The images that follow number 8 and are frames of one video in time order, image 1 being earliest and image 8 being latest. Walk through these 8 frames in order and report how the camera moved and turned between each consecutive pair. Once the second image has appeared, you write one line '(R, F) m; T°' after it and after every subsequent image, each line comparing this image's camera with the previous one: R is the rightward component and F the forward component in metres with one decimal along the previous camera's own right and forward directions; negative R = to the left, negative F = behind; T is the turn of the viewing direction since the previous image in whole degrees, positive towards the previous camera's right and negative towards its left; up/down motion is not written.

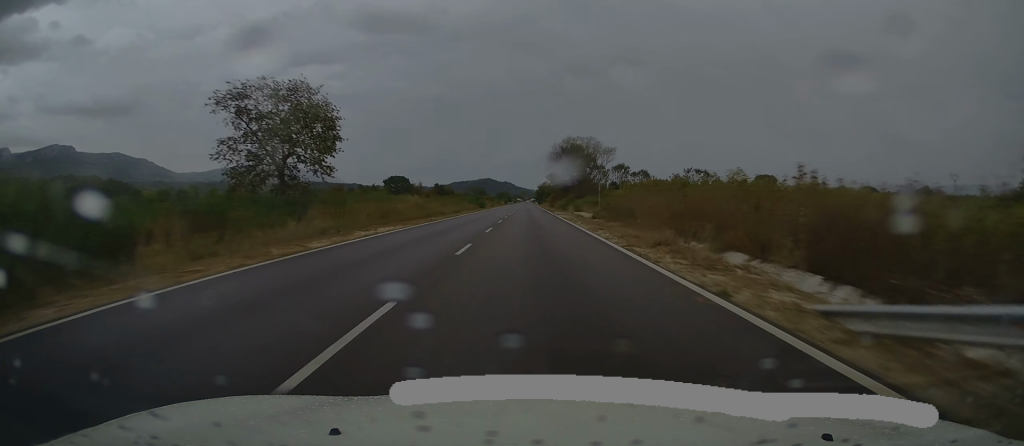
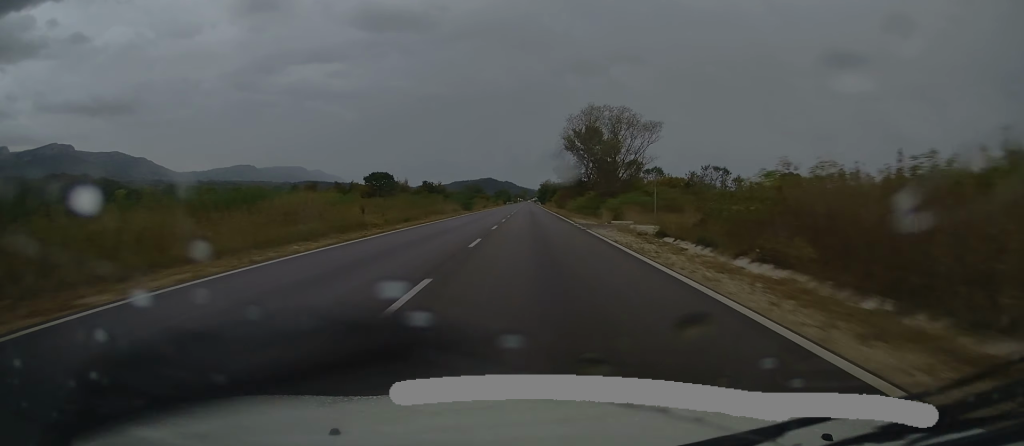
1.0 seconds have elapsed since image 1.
(+0.2, +25.2) m; 0°
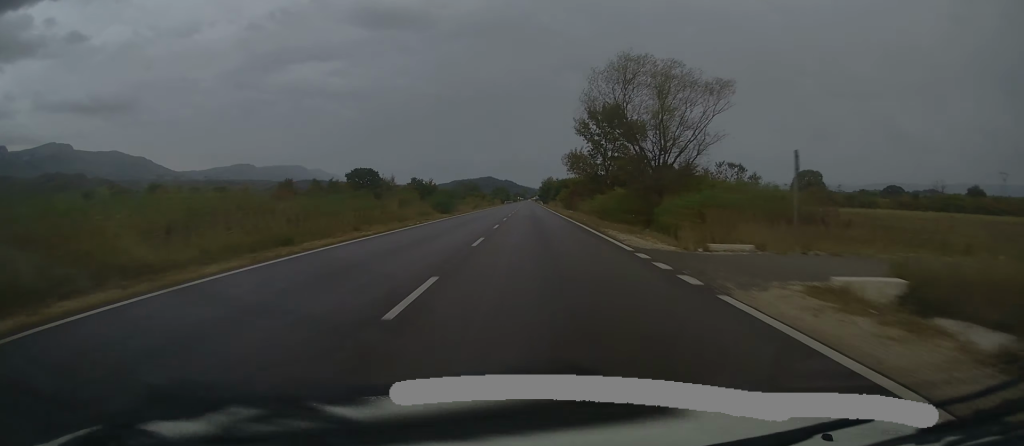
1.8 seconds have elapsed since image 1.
(-0.3, +17.9) m; 0°
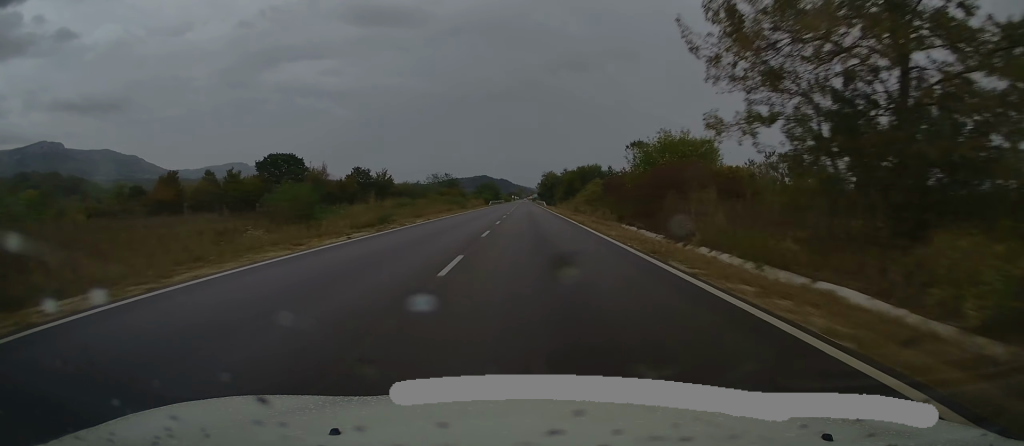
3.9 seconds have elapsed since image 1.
(+0.2, +51.1) m; 0°
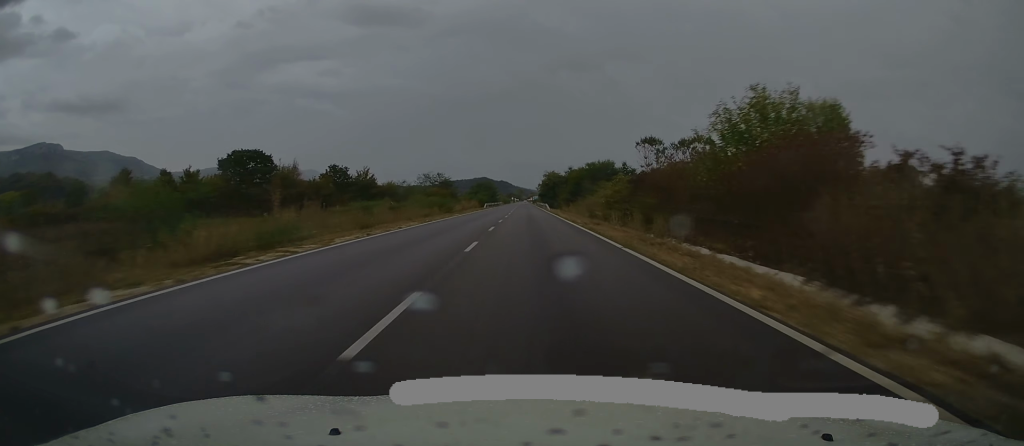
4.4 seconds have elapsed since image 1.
(0.0, +13.7) m; 0°
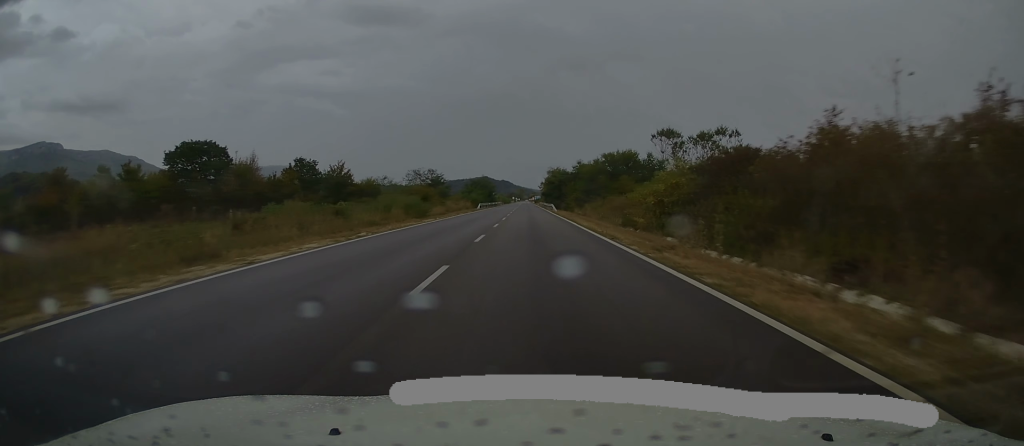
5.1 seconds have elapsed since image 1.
(0.0, +15.3) m; 0°
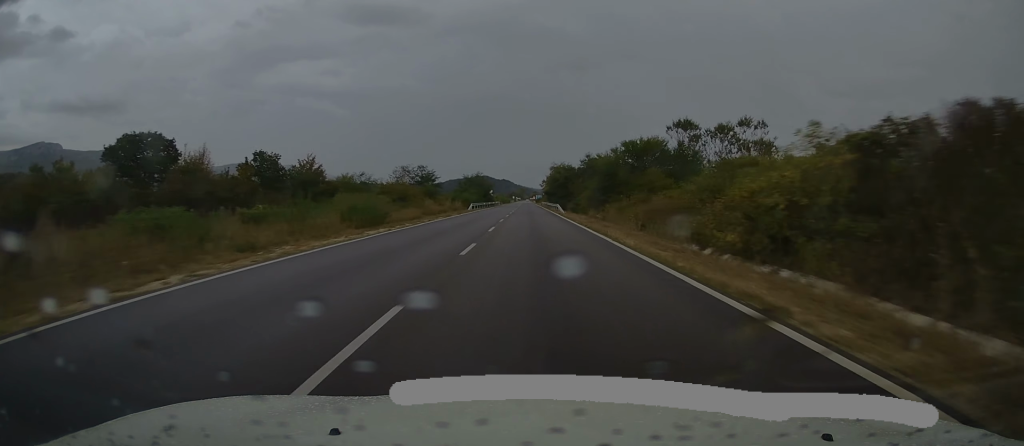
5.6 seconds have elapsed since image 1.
(0.0, +12.8) m; 0°
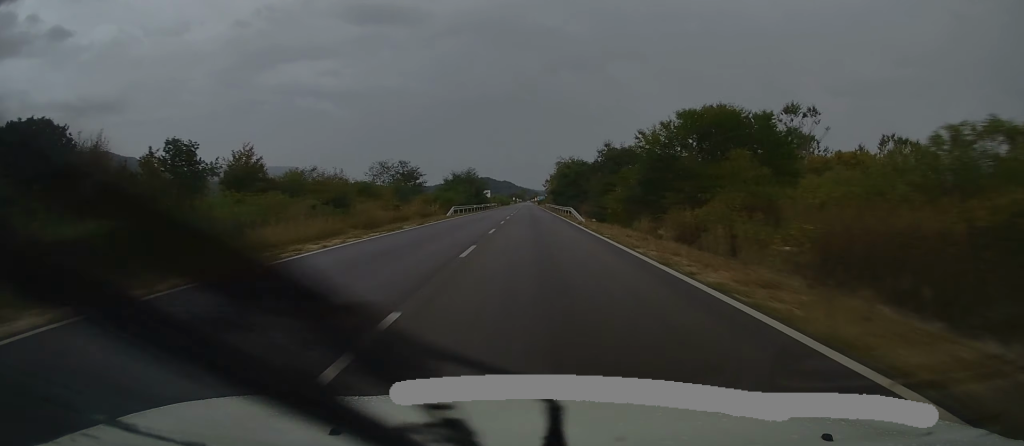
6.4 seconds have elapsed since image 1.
(0.0, +18.5) m; +1°
